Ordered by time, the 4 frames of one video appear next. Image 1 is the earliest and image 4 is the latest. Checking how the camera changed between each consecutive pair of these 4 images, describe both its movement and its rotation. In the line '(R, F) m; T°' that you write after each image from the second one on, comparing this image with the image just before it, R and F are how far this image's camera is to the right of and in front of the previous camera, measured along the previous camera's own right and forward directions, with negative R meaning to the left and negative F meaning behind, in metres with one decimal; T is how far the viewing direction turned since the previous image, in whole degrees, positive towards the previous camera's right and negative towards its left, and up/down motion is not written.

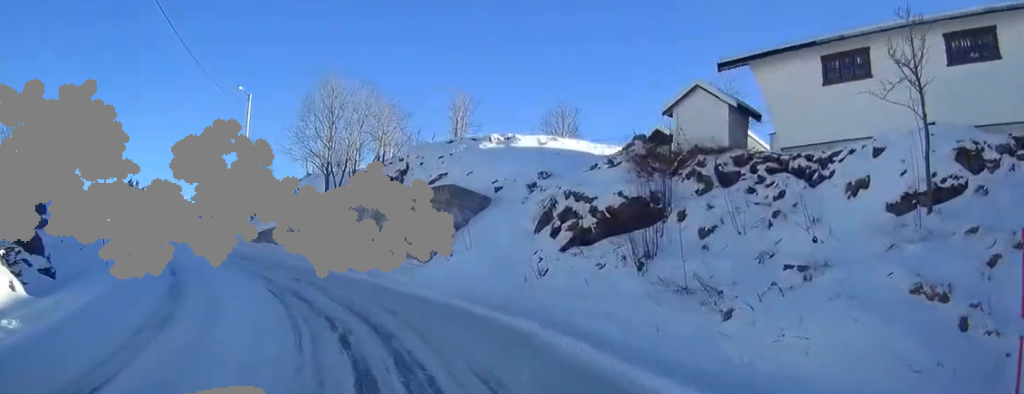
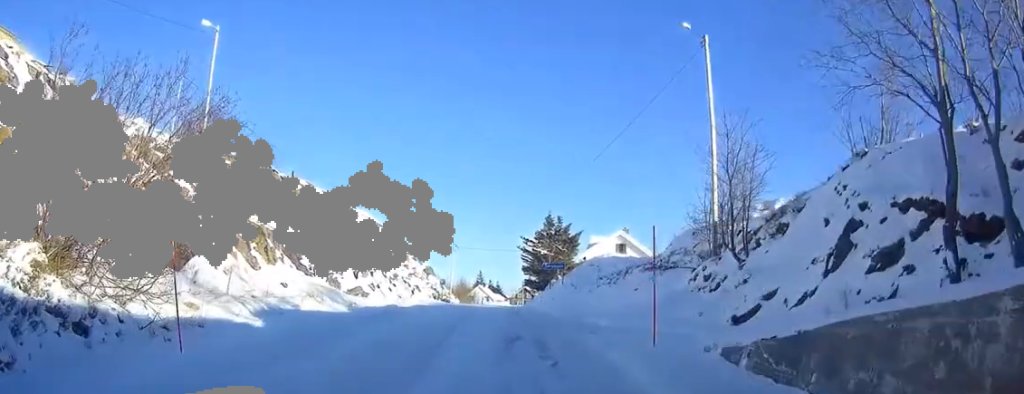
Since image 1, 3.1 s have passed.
(-9.7, +18.3) m; -45°
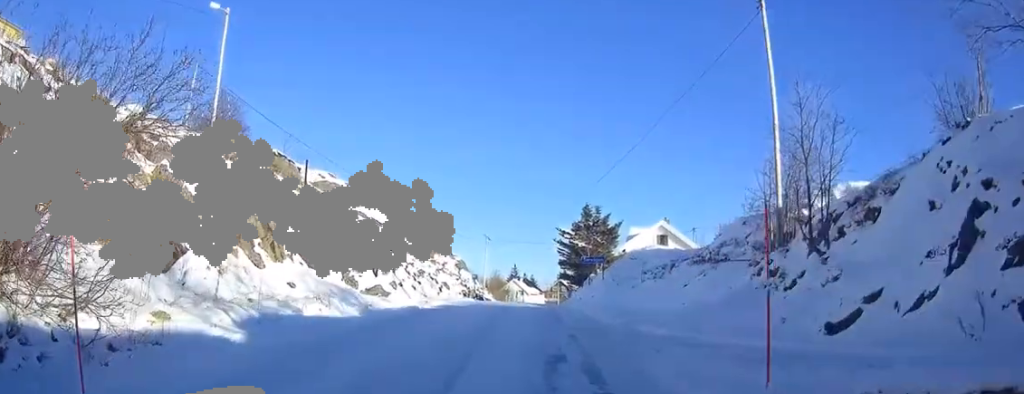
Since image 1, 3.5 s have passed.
(0.0, +3.1) m; -1°
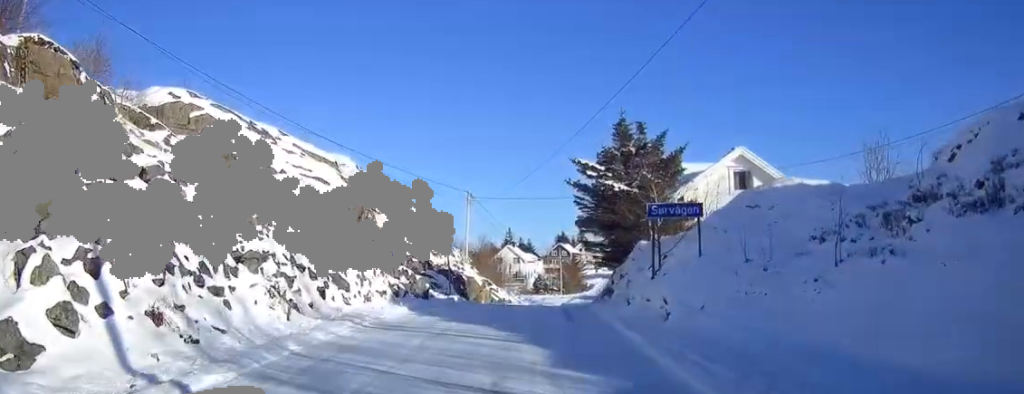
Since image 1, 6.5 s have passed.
(-0.9, +21.4) m; -2°
